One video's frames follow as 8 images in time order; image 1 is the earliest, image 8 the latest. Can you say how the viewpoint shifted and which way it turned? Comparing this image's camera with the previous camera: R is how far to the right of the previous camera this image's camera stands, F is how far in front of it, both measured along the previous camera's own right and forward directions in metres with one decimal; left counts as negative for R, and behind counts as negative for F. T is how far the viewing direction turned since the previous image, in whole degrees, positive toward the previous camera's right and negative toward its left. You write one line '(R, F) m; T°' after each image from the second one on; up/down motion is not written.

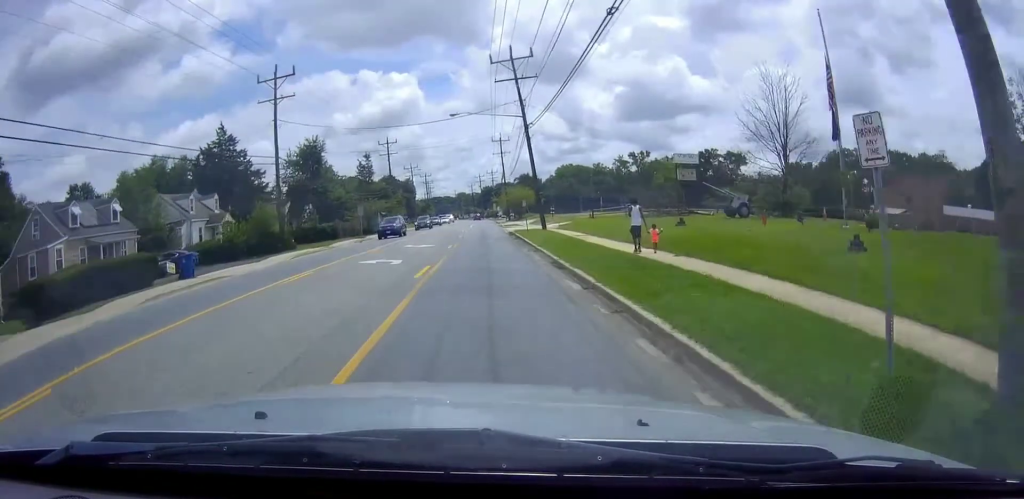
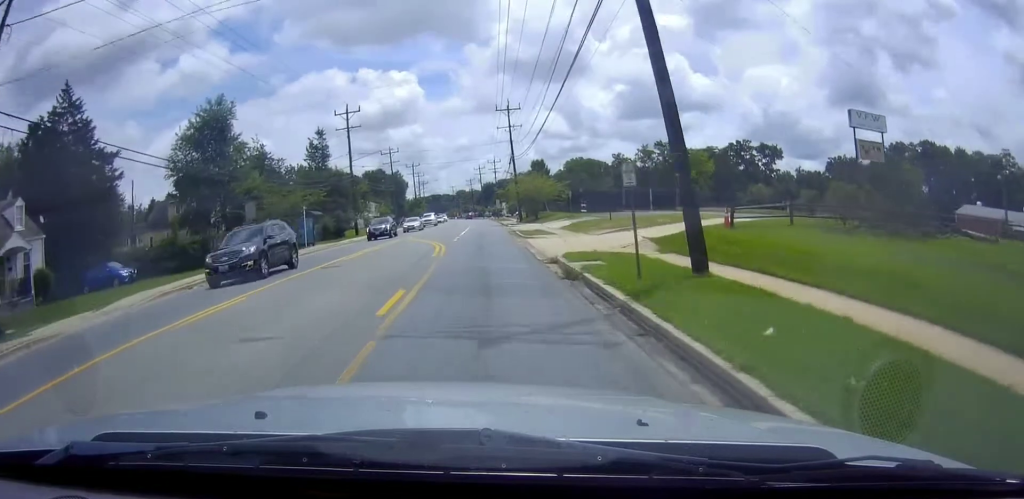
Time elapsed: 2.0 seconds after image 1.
(+0.9, +29.3) m; +2°
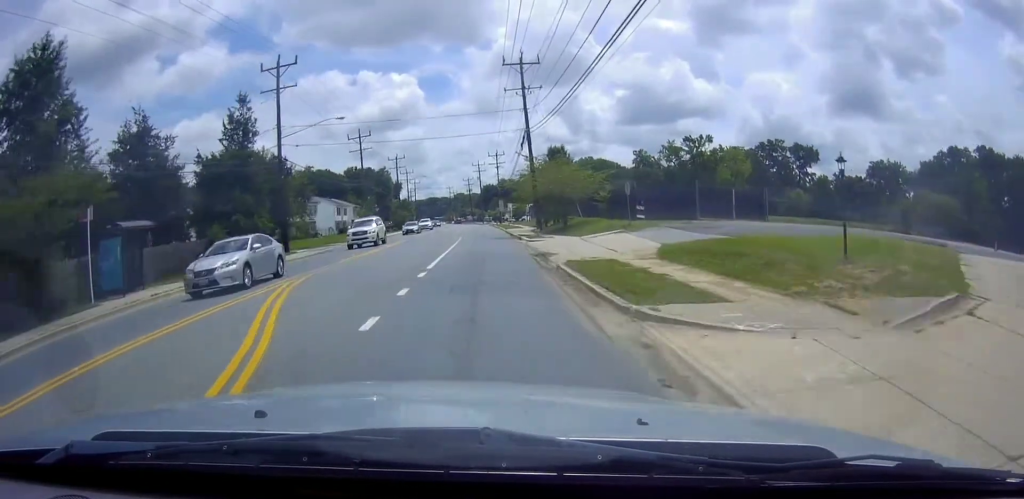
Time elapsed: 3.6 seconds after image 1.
(-0.1, +24.1) m; -2°
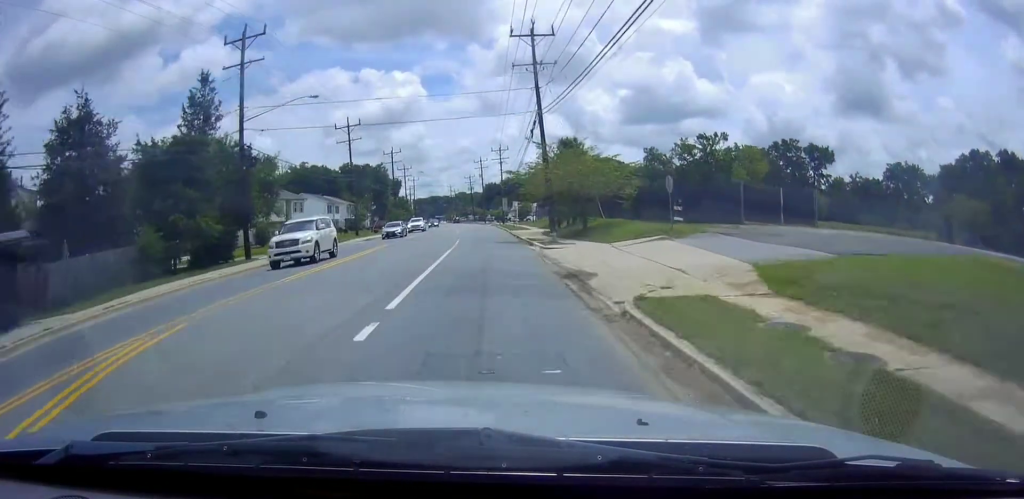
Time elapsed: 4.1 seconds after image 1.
(-0.3, +7.8) m; -1°
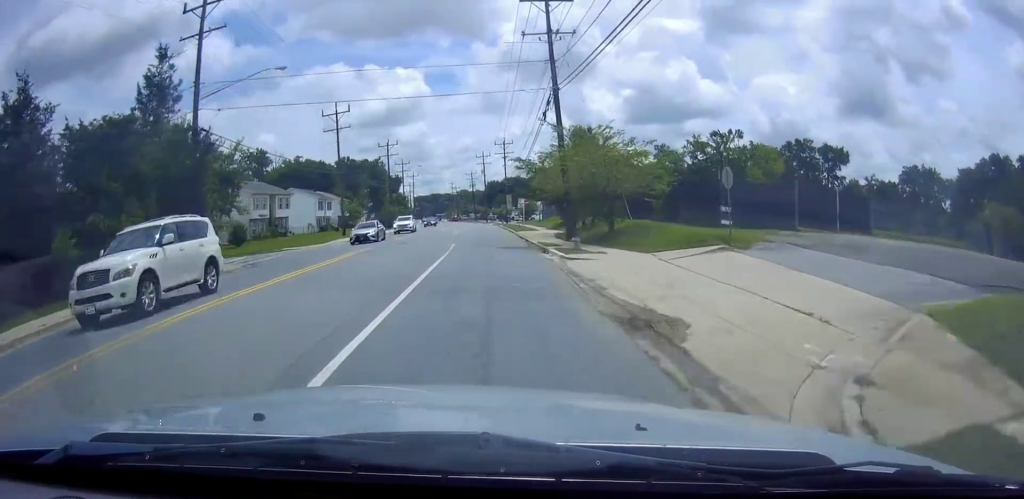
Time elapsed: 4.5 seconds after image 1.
(0.0, +6.6) m; 0°
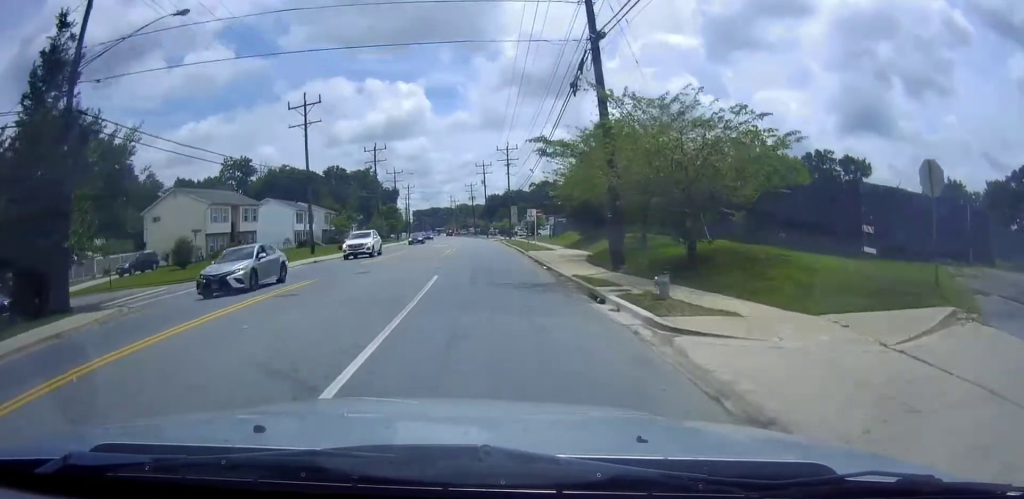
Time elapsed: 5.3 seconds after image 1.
(+0.2, +11.5) m; +1°
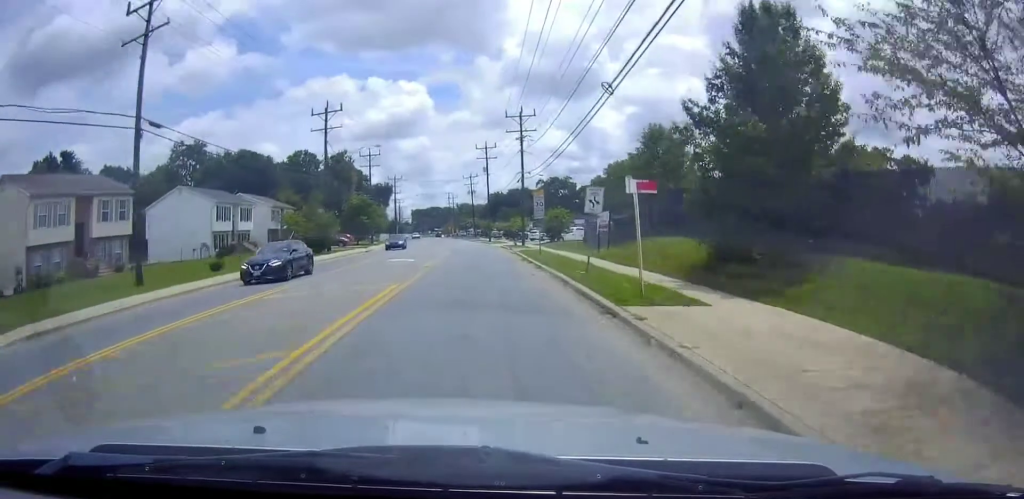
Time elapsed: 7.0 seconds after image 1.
(-0.2, +26.2) m; -1°
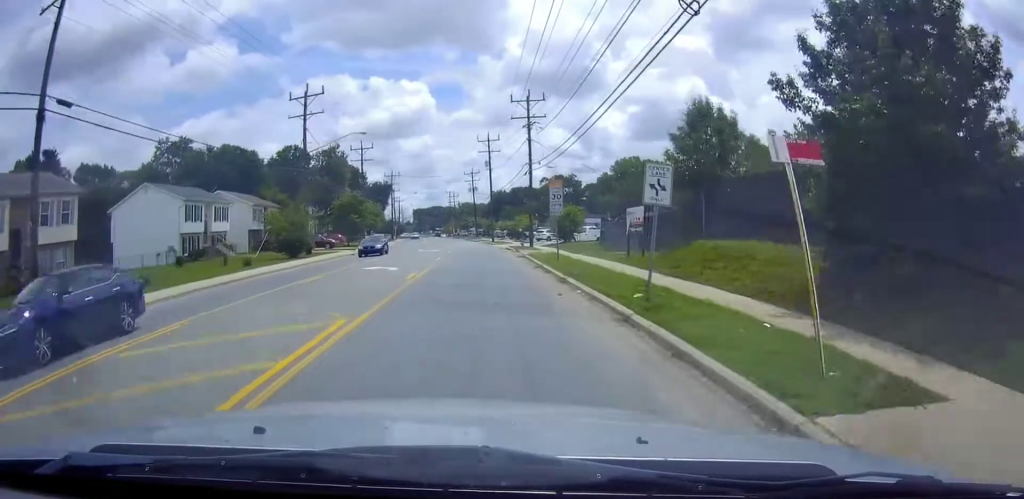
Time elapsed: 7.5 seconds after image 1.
(0.0, +7.4) m; 0°
